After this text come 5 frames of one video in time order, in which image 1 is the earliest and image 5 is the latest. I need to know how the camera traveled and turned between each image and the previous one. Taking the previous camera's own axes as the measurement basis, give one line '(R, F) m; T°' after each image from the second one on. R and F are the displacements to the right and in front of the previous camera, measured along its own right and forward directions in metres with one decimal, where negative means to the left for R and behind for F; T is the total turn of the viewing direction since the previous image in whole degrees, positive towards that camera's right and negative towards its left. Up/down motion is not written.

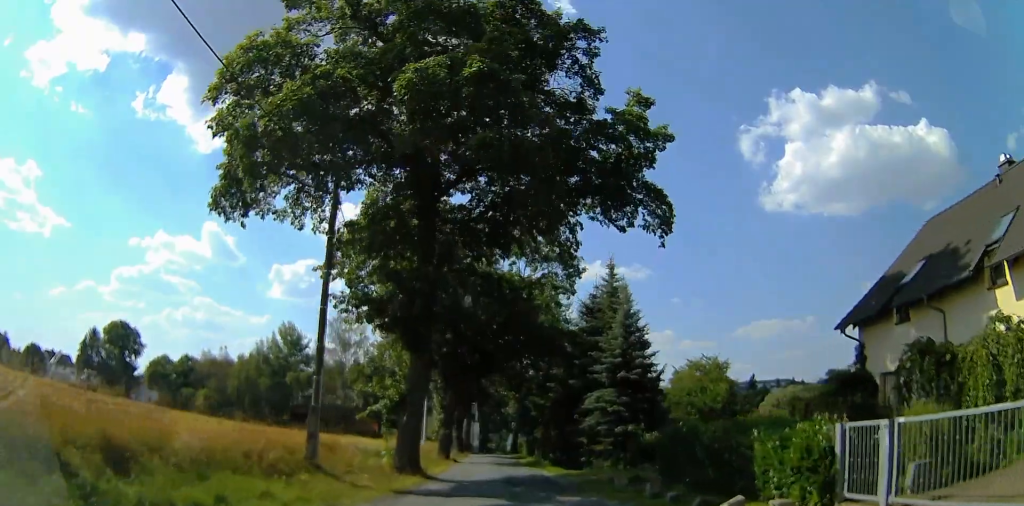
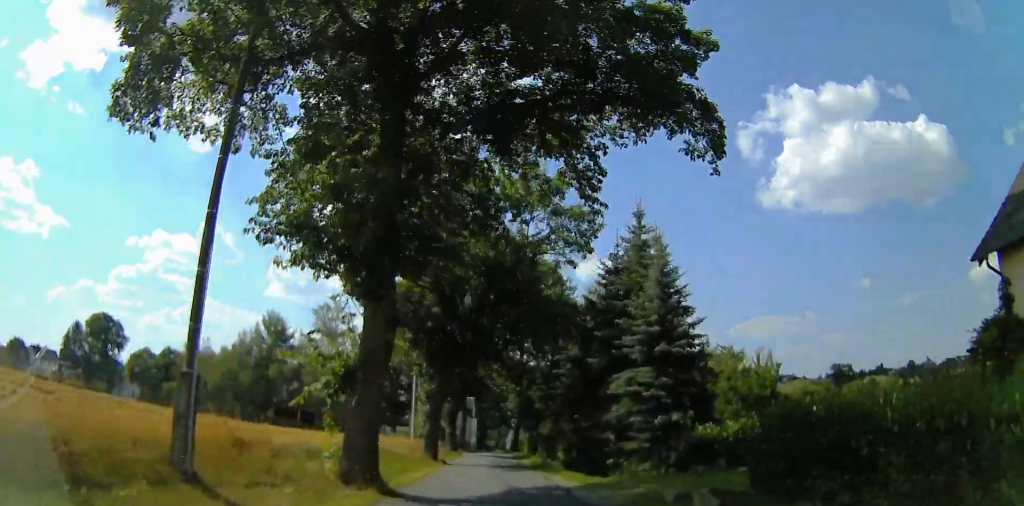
(0.0, +7.0) m; 0°
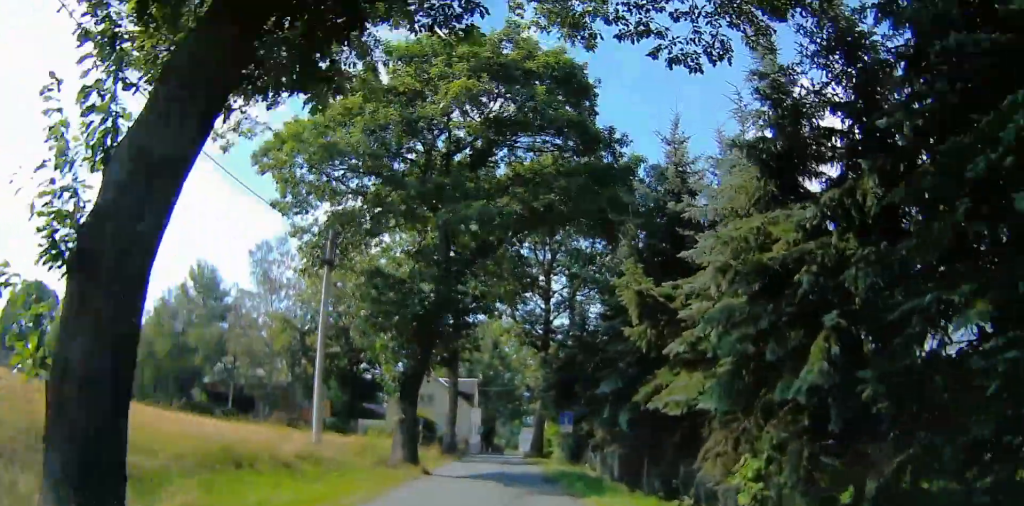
(-0.2, +28.0) m; -2°
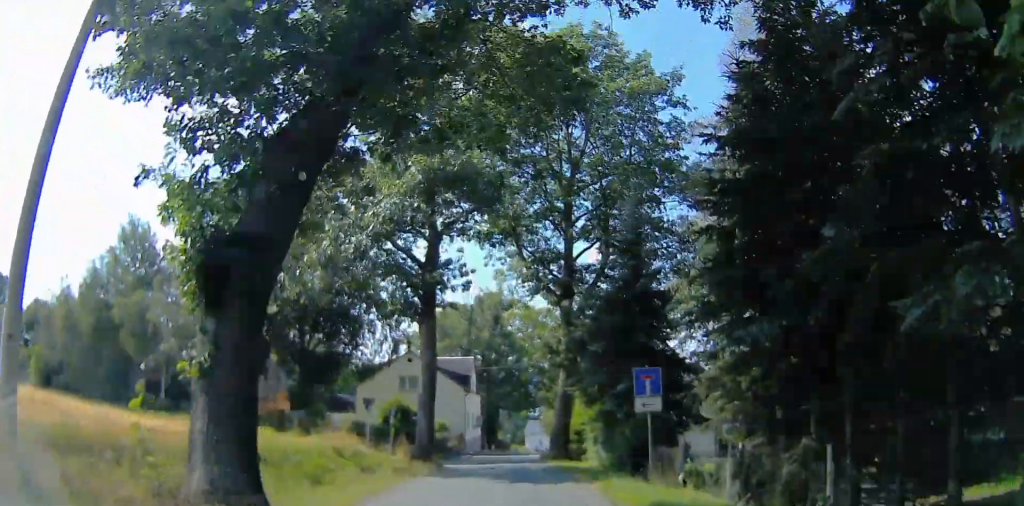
(-0.3, +14.9) m; -1°
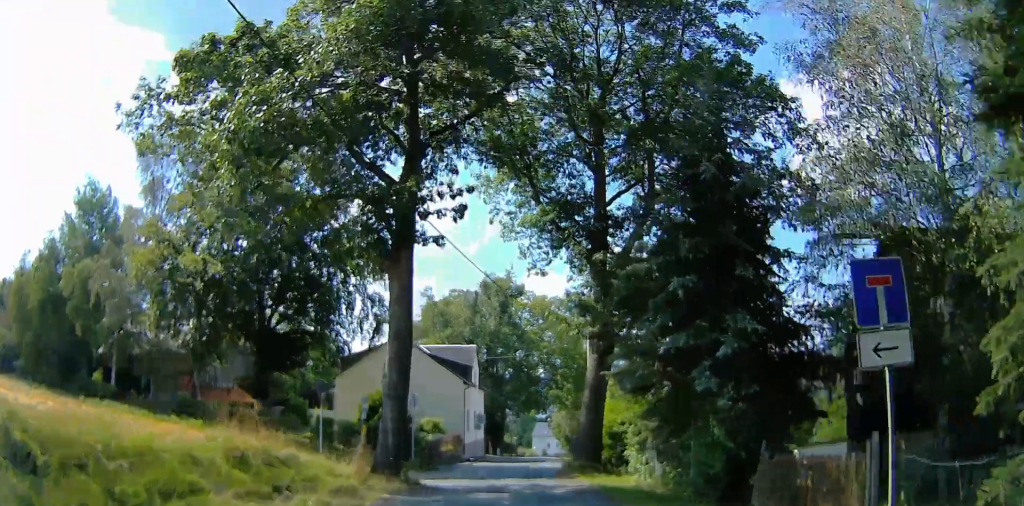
(0.0, +8.7) m; 0°
